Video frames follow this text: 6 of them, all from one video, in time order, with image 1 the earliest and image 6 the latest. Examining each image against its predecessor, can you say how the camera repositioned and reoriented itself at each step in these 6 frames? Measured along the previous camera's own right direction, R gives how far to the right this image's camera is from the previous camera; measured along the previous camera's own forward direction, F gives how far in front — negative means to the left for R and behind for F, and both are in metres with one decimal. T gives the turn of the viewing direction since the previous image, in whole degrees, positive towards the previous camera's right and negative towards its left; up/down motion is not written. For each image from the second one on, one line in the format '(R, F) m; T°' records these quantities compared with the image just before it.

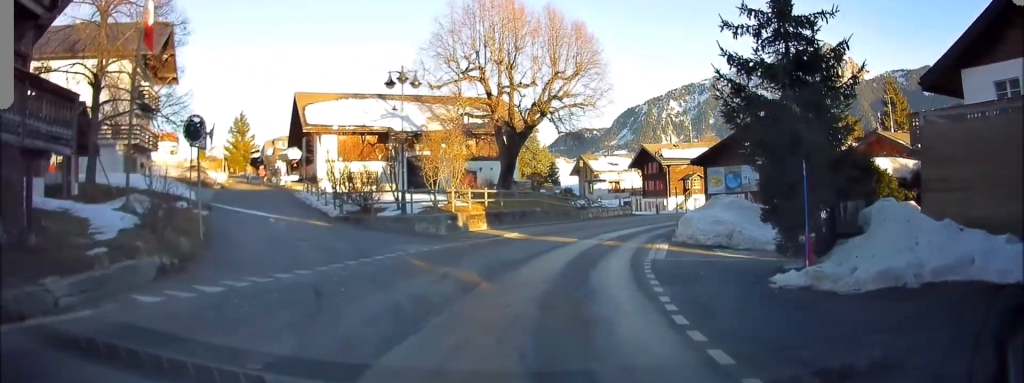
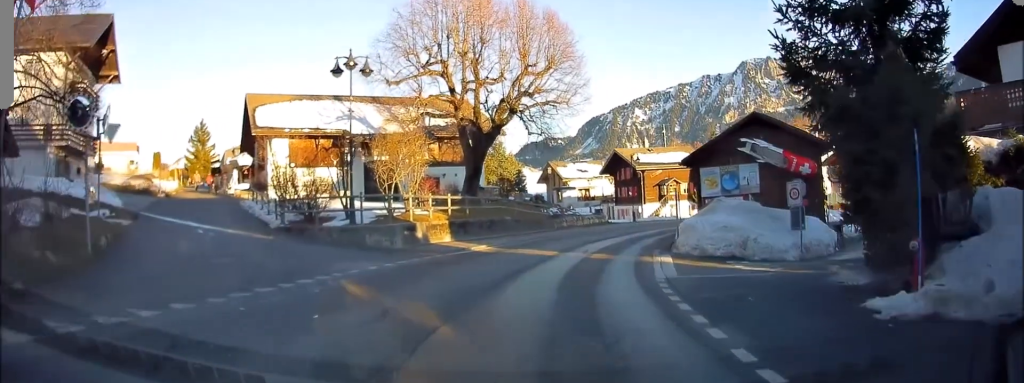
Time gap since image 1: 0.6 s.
(0.0, +3.5) m; -4°
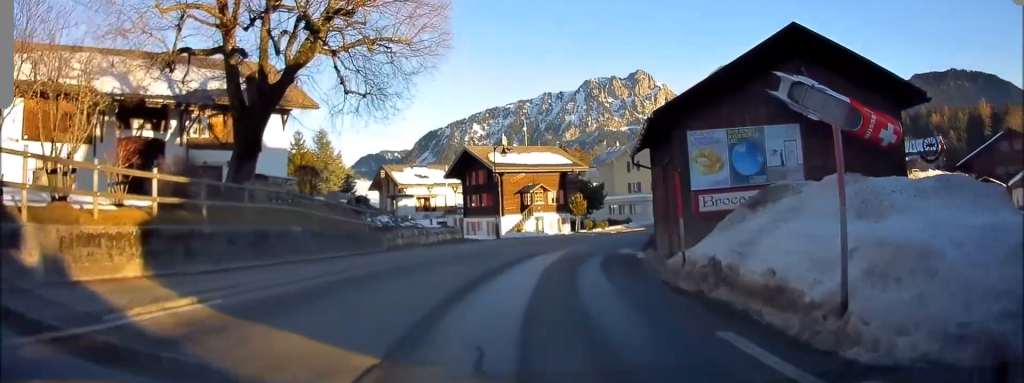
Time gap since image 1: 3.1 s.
(+0.8, +13.2) m; +28°
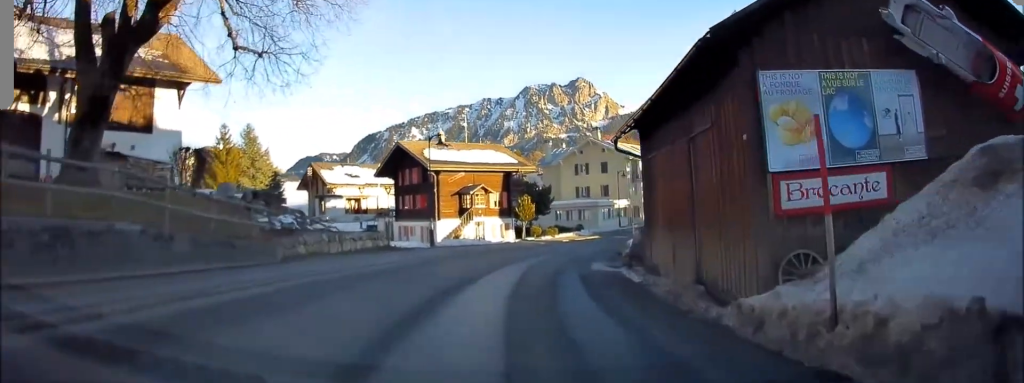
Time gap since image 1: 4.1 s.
(+1.4, +6.0) m; +19°
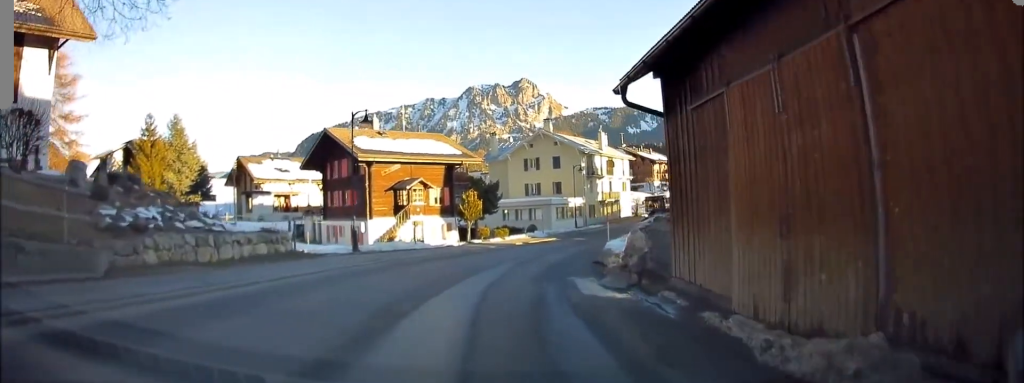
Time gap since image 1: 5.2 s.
(+0.6, +6.9) m; +7°
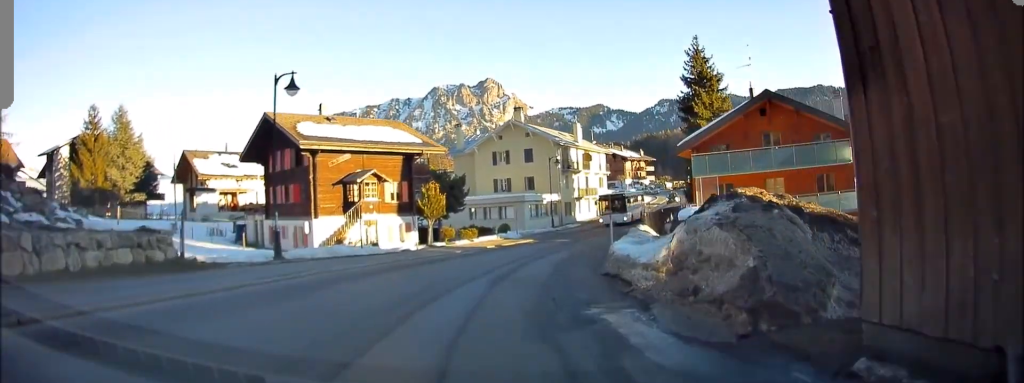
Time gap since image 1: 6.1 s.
(+0.2, +6.5) m; +2°
